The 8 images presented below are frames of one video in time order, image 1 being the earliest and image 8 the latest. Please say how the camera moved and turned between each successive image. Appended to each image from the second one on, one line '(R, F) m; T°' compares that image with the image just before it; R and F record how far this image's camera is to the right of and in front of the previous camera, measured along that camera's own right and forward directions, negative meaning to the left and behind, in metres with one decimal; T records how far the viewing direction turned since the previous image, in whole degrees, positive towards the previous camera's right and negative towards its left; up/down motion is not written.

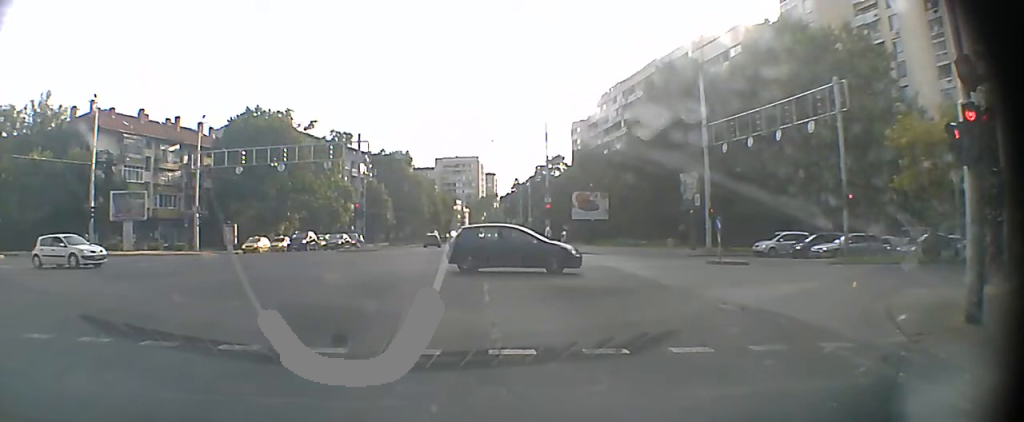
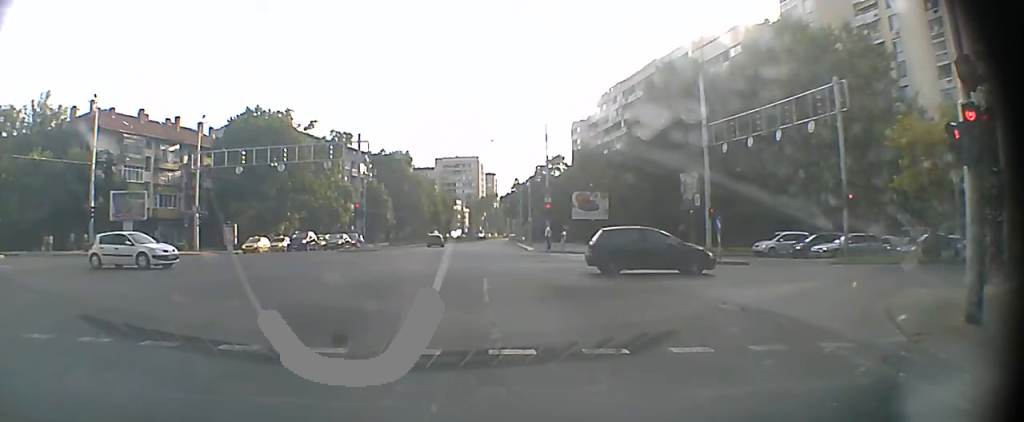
(-0.1, +0.1) m; 0°
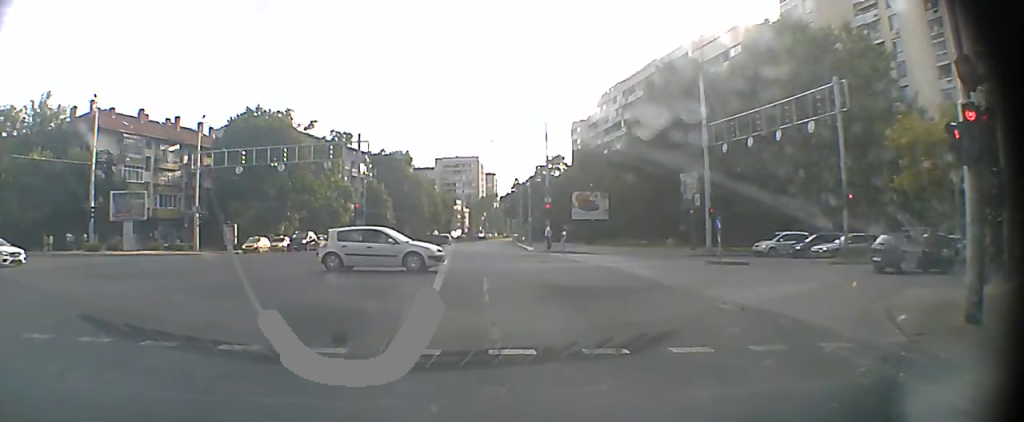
(-0.1, +0.1) m; 0°
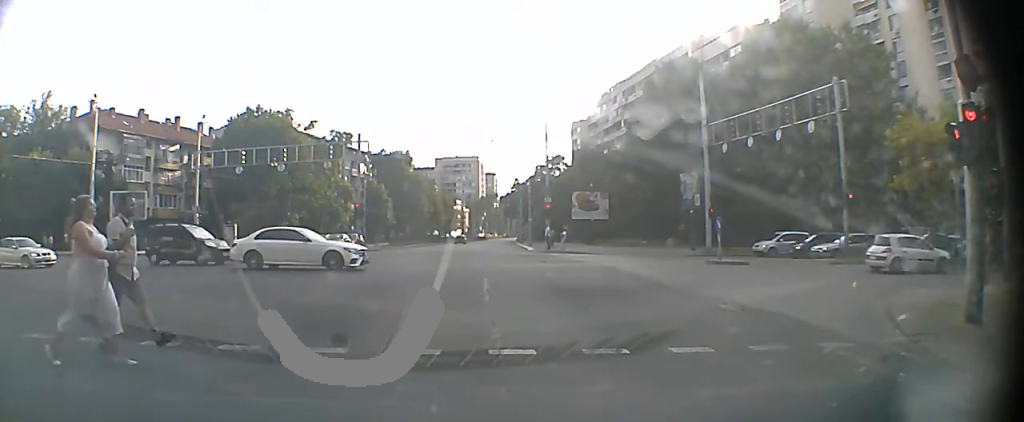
(0.0, 0.0) m; 0°
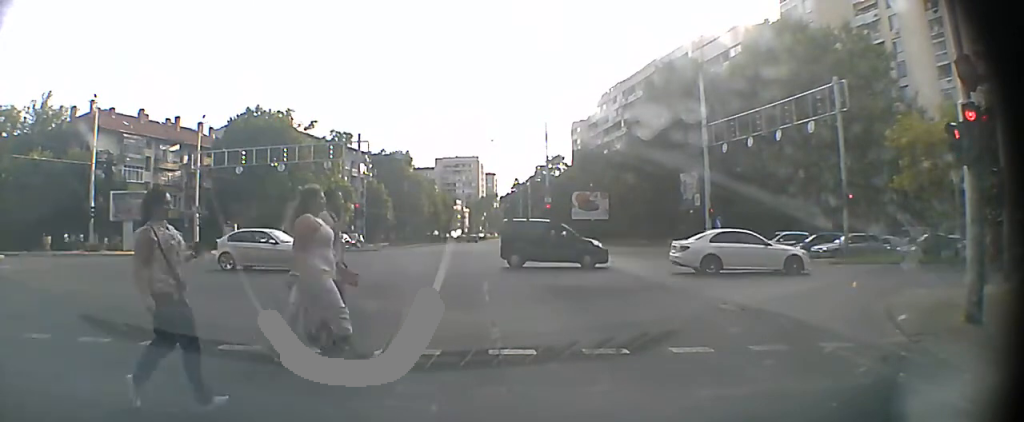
(0.0, 0.0) m; 0°
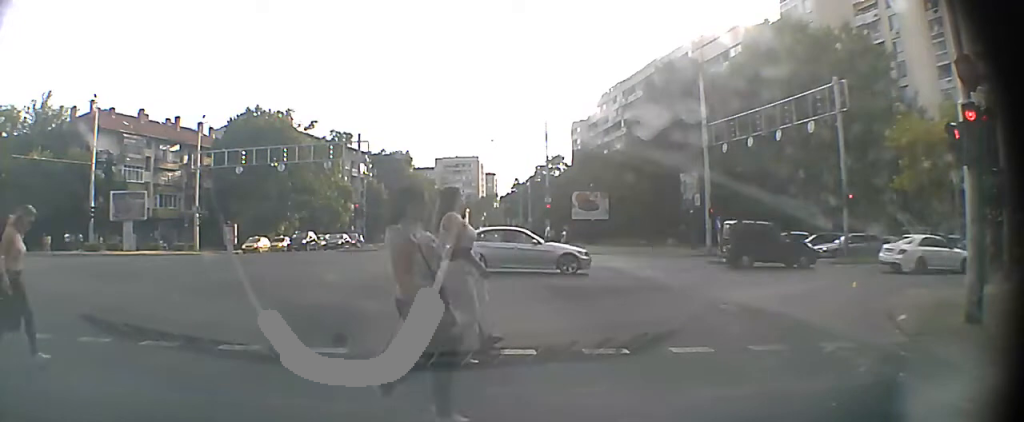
(0.0, 0.0) m; 0°
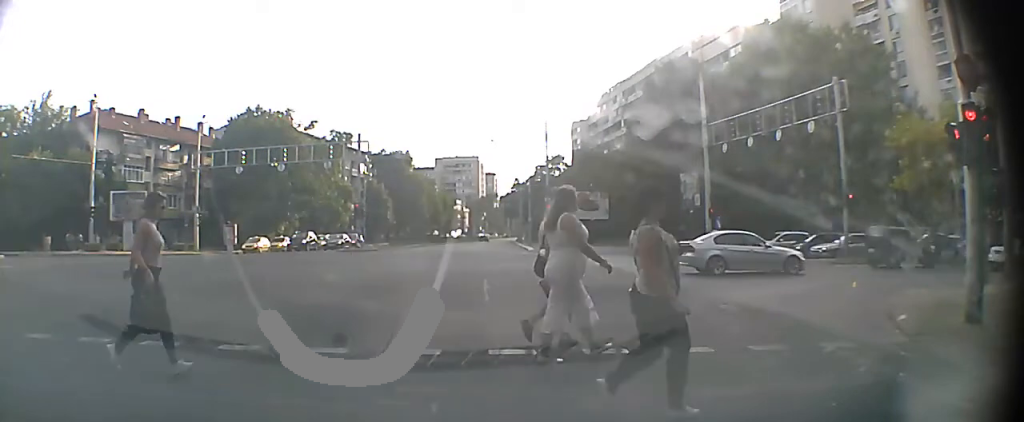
(0.0, 0.0) m; 0°
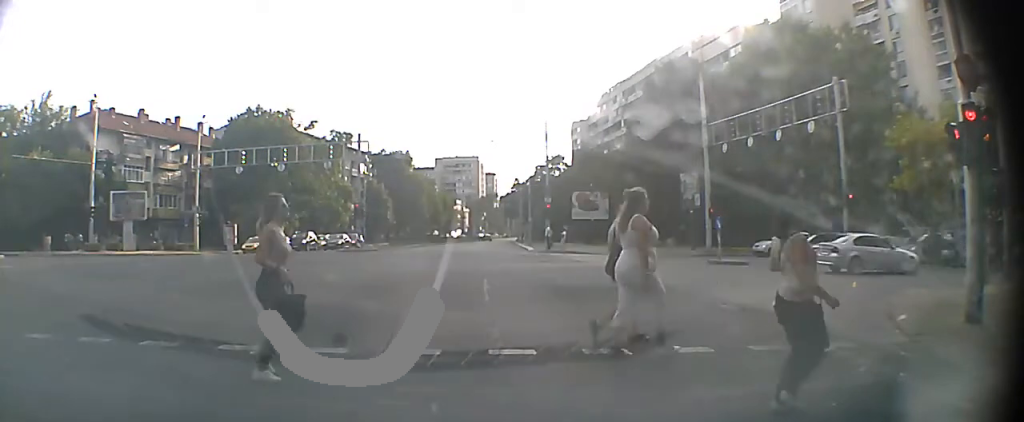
(0.0, 0.0) m; 0°
